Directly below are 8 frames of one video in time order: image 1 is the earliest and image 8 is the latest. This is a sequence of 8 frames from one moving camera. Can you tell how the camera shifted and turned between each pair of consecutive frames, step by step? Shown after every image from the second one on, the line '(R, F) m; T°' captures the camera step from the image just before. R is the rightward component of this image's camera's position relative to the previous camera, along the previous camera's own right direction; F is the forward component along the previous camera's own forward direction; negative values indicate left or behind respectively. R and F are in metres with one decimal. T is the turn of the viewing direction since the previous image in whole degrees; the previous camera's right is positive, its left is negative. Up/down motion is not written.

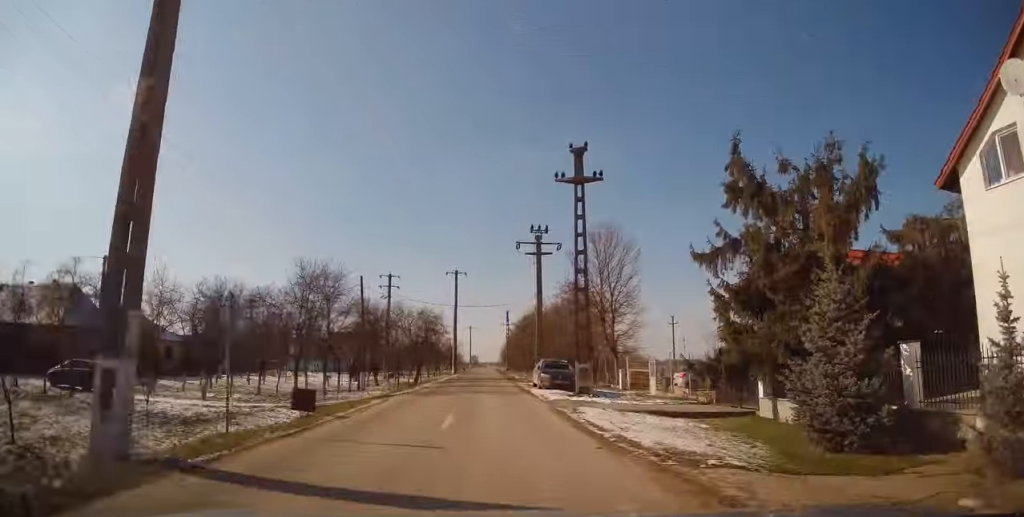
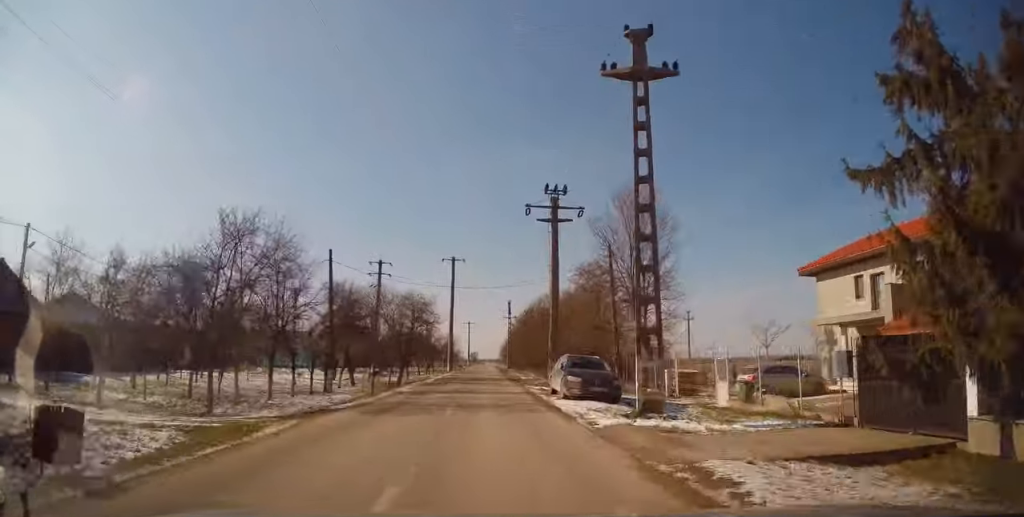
(-0.1, +7.9) m; -1°
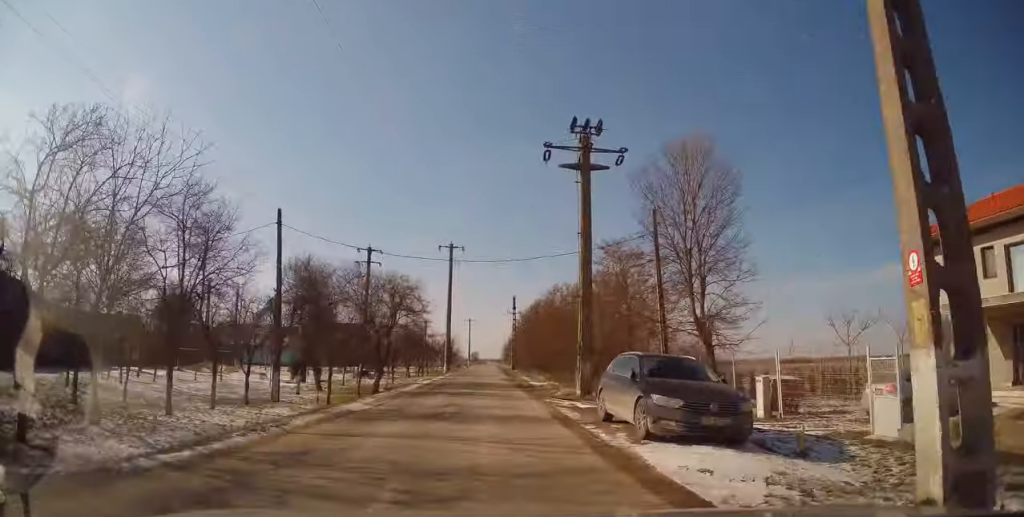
(0.0, +8.4) m; +1°
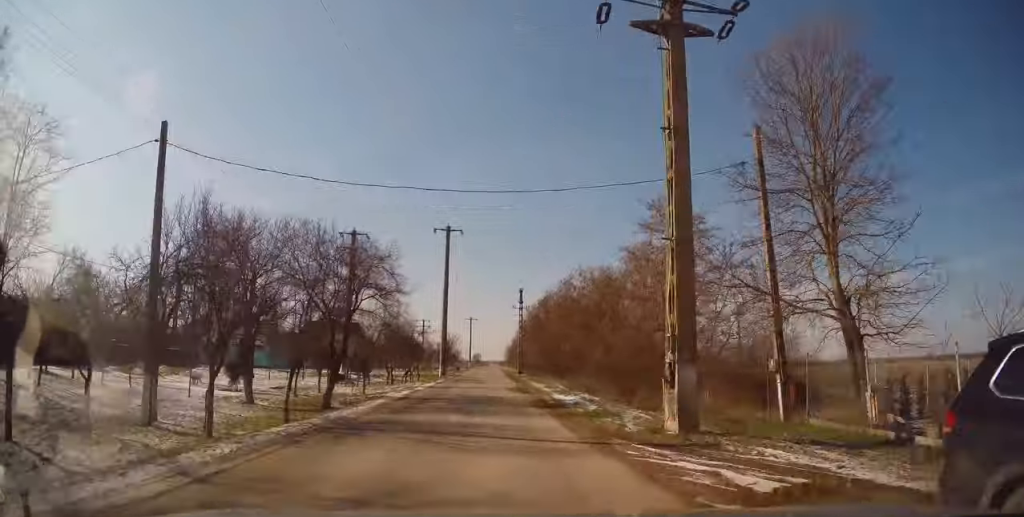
(0.0, +9.6) m; +2°
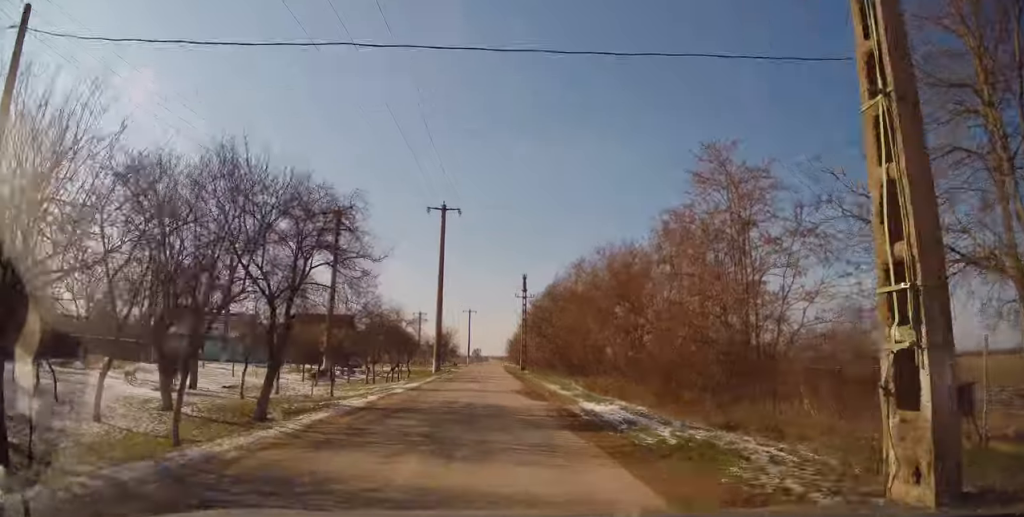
(+0.3, +6.1) m; 0°
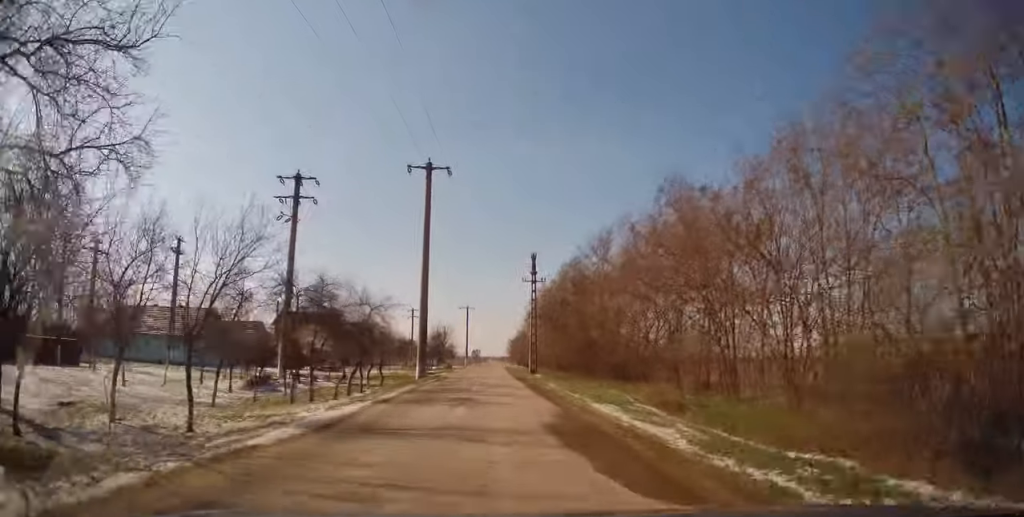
(-0.2, +11.6) m; -1°
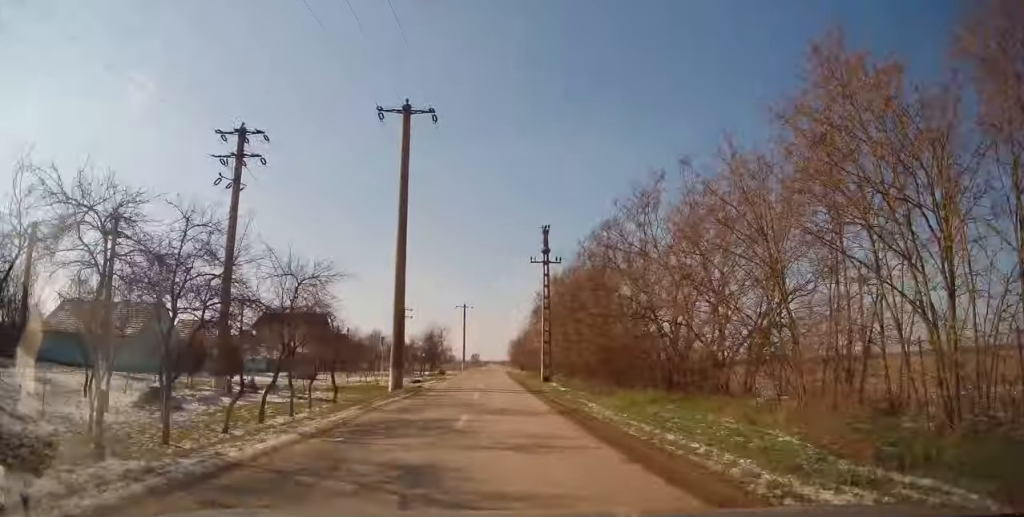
(-0.2, +10.0) m; -1°
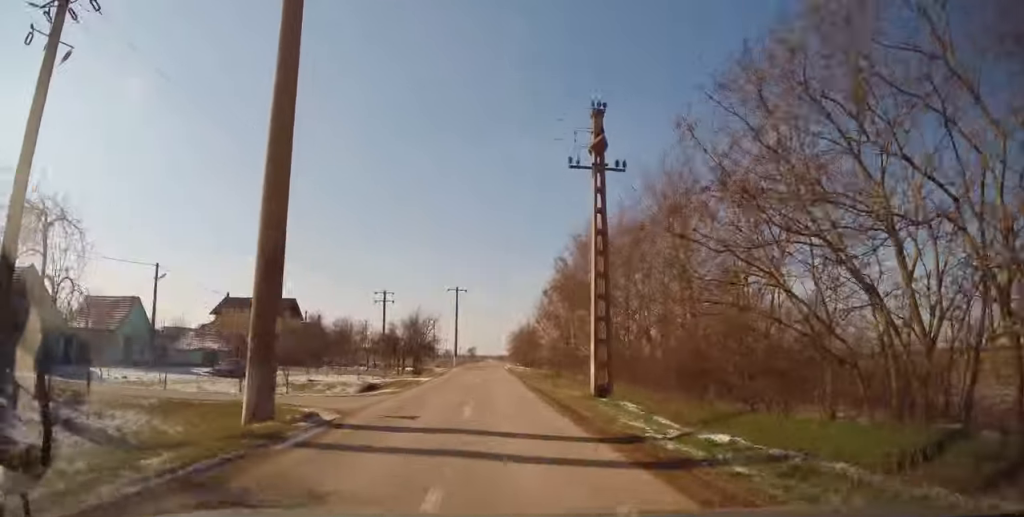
(0.0, +16.9) m; +1°
